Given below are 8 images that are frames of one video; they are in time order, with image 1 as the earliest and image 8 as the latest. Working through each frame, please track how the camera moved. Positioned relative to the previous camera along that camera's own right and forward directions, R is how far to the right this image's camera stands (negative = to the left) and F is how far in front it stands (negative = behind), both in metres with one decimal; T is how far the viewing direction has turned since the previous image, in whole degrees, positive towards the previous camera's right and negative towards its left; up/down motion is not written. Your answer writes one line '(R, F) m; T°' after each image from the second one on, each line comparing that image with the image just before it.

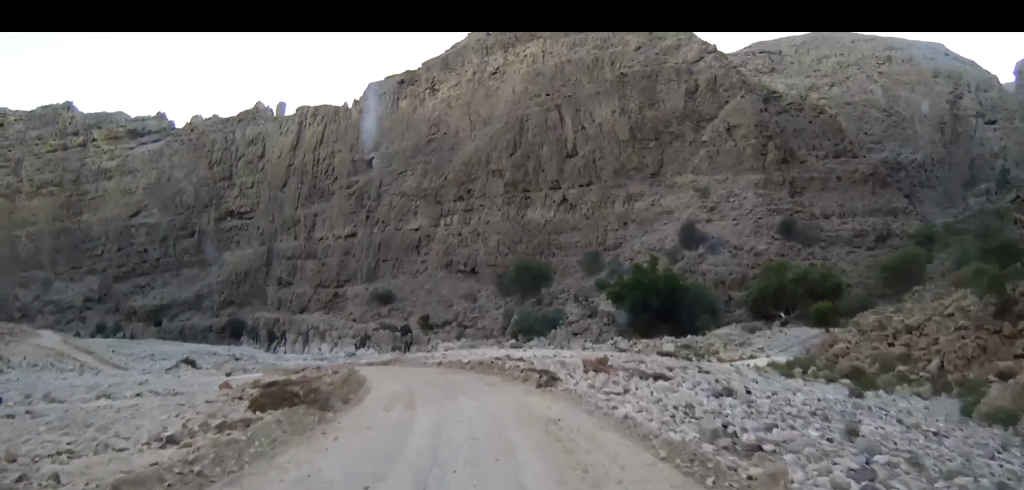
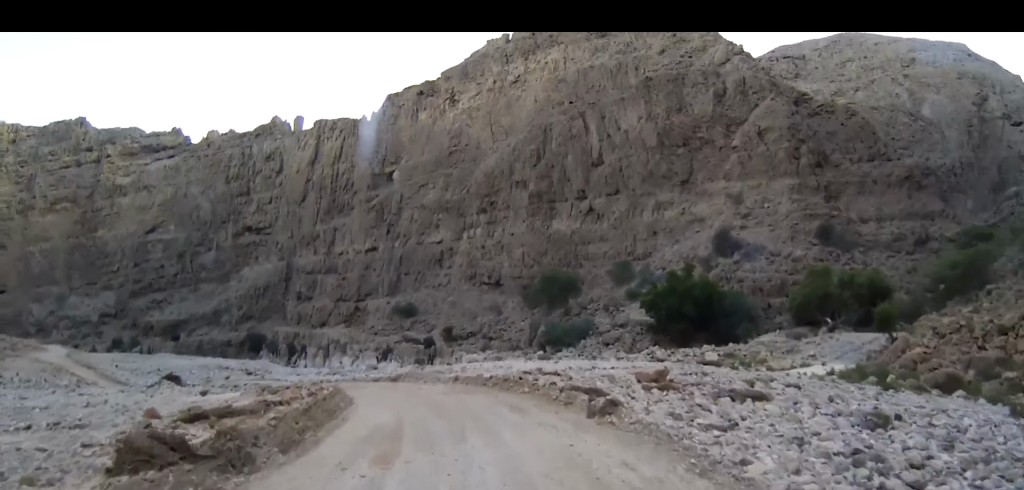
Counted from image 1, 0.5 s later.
(-0.2, +6.7) m; -2°
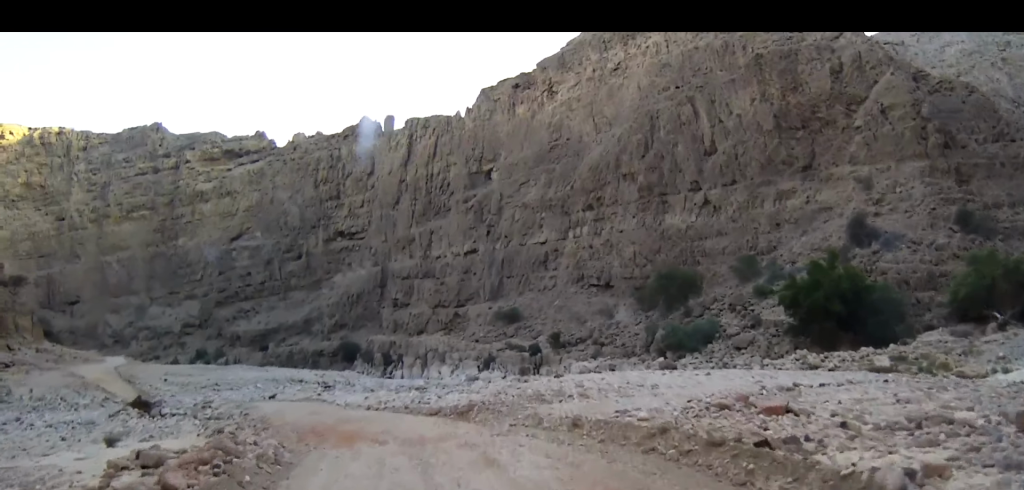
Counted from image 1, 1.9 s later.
(-0.8, +17.0) m; -12°
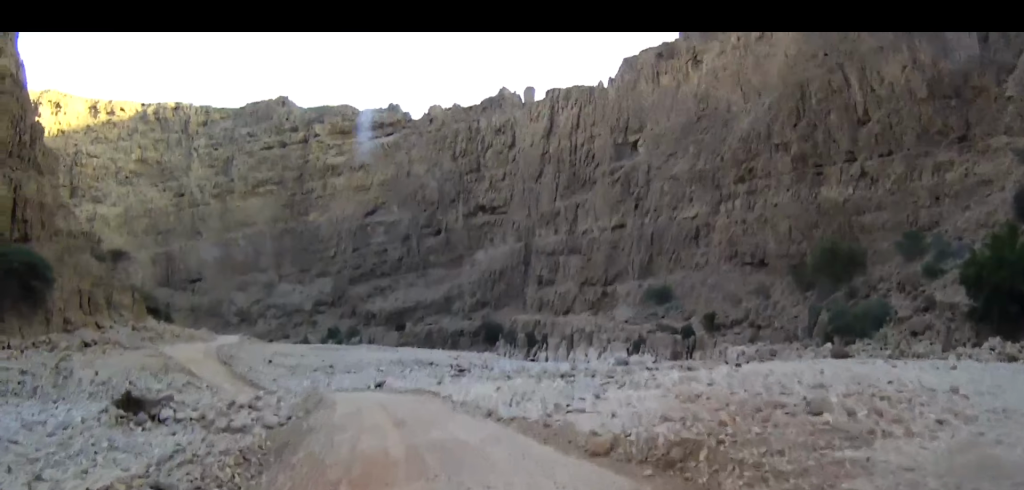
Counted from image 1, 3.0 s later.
(-1.7, +12.1) m; -13°
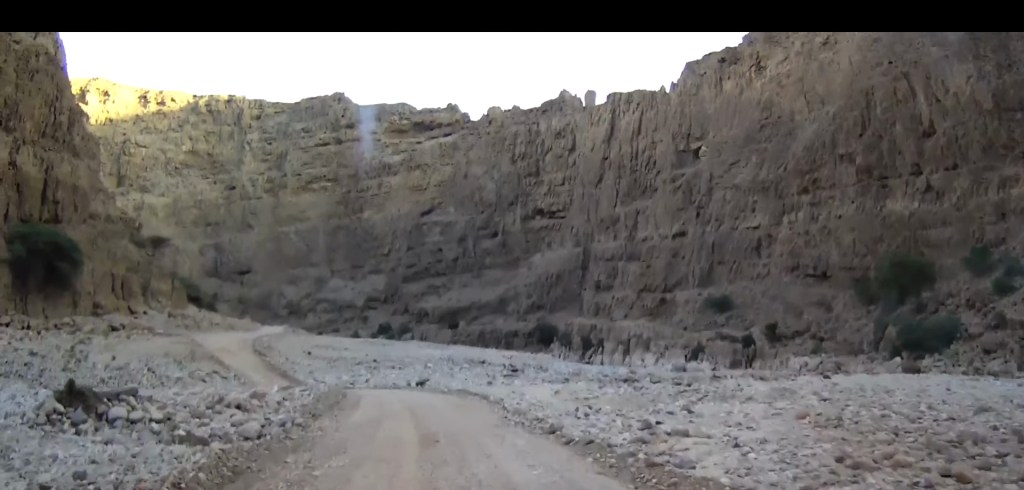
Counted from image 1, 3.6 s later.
(-0.3, +5.4) m; -3°
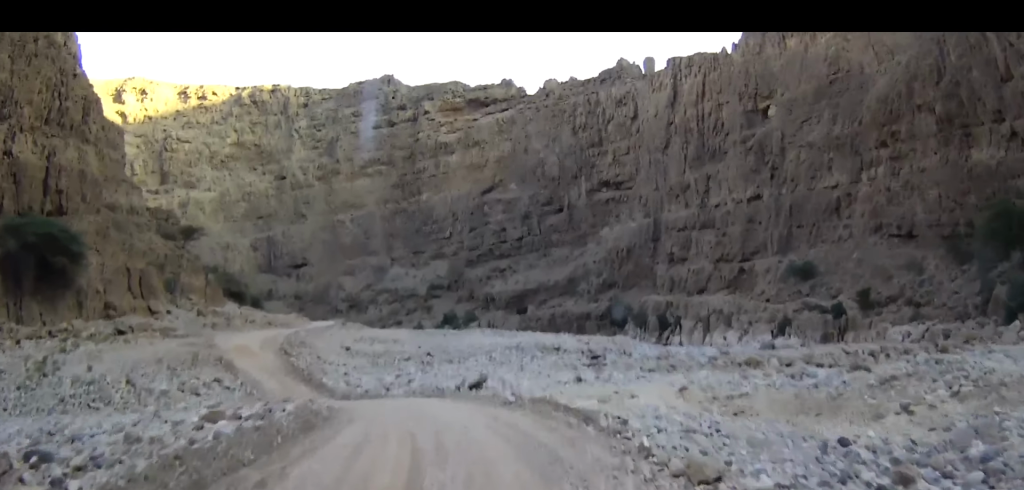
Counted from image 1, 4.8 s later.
(-0.7, +13.0) m; -6°
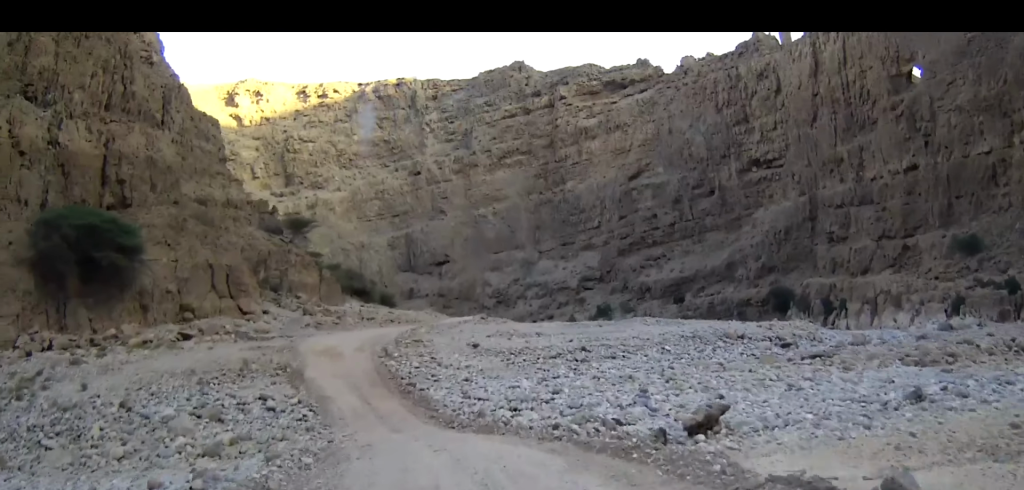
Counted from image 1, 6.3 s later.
(-1.2, +16.1) m; -11°
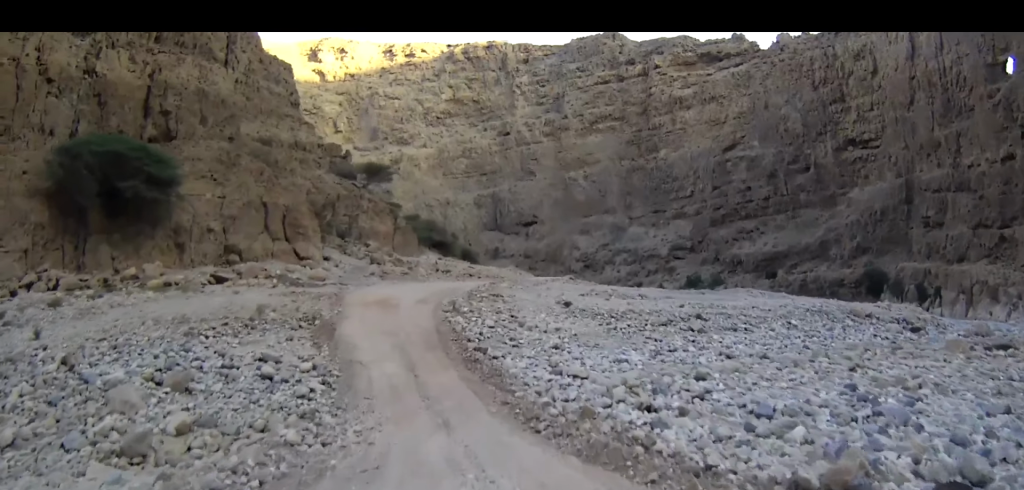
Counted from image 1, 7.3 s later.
(-0.9, +10.7) m; -8°
